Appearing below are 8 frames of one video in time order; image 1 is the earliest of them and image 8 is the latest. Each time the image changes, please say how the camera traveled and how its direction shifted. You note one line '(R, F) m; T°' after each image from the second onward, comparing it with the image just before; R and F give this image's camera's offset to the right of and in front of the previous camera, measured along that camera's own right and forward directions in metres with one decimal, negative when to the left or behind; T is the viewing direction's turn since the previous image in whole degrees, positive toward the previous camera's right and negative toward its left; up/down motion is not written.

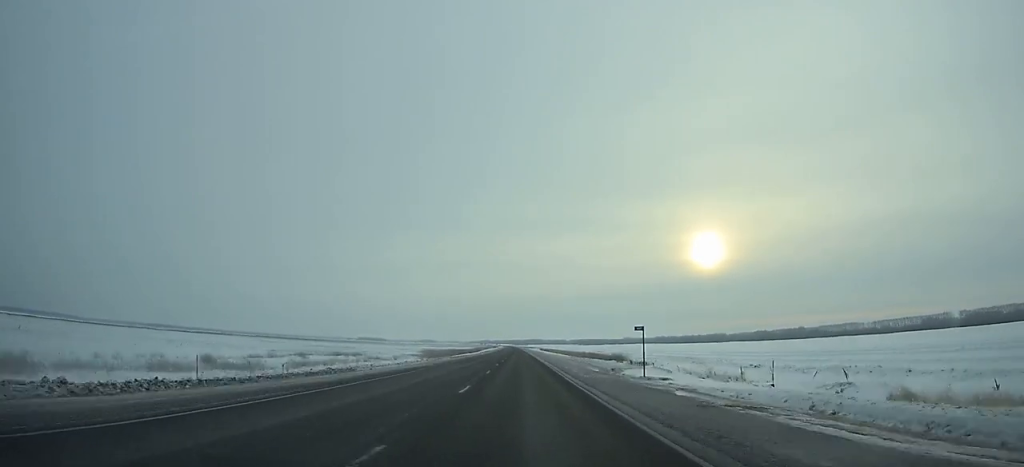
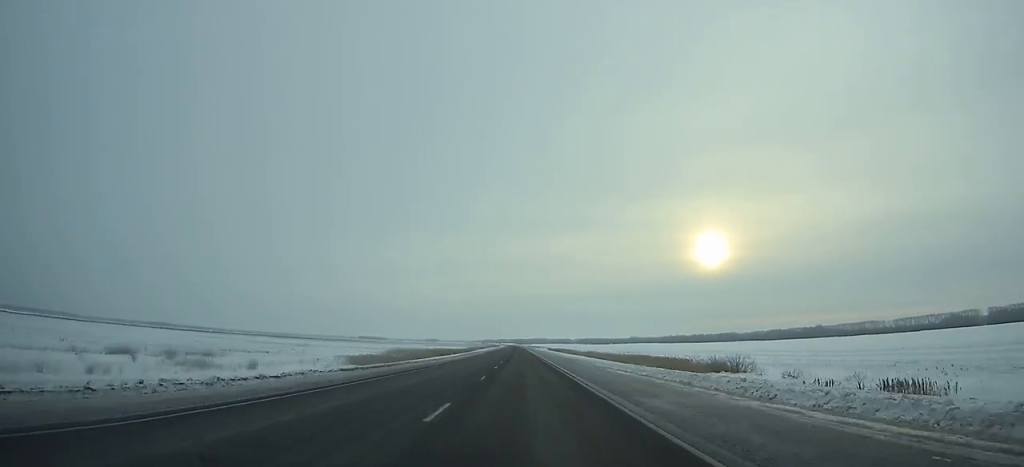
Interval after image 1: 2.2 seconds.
(-0.1, +54.4) m; 0°
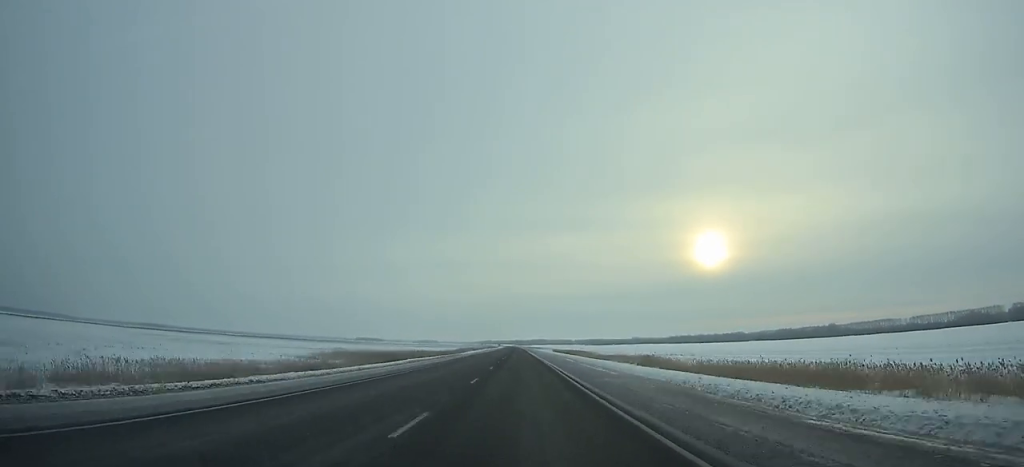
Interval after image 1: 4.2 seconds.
(0.0, +49.5) m; 0°
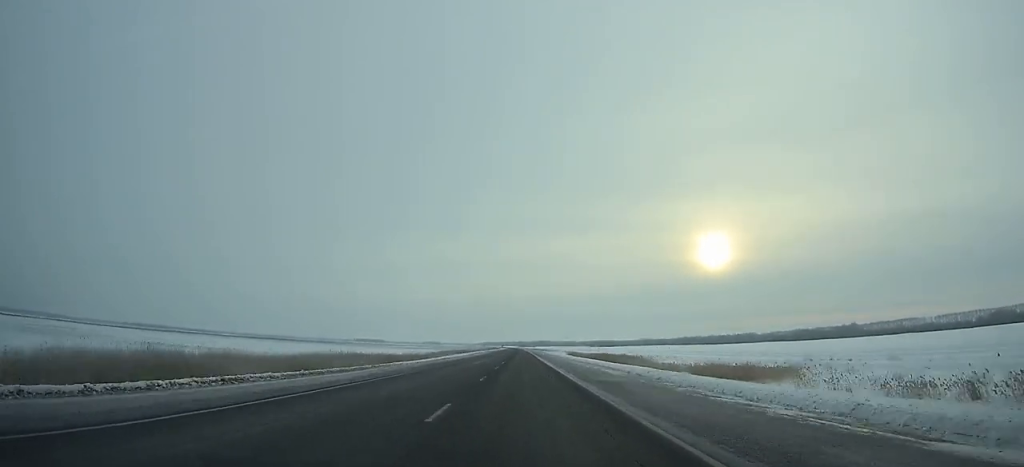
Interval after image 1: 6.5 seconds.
(-0.2, +57.1) m; 0°
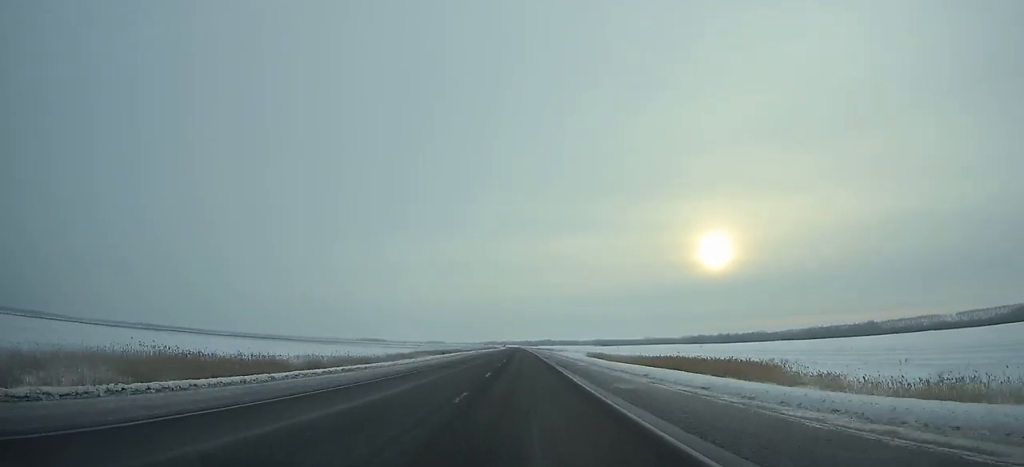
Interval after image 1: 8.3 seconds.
(-0.1, +44.8) m; 0°
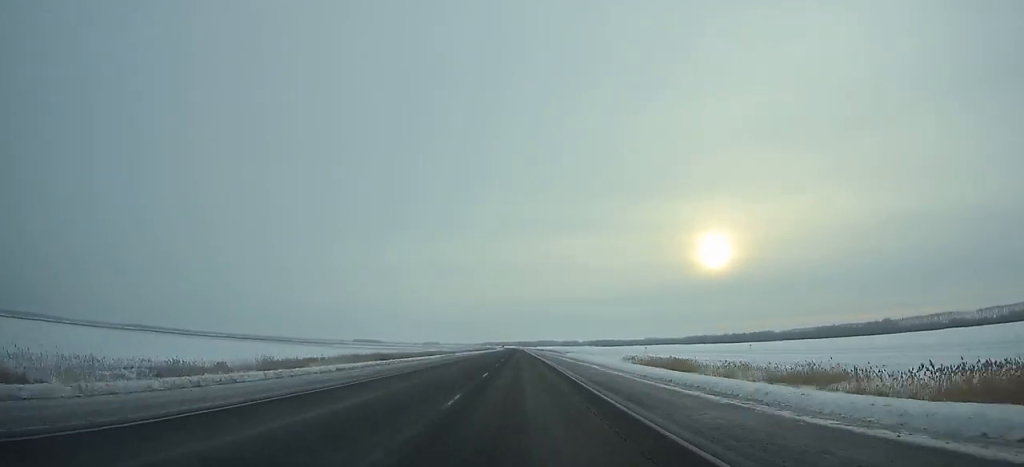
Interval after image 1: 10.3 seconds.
(-0.1, +49.8) m; 0°
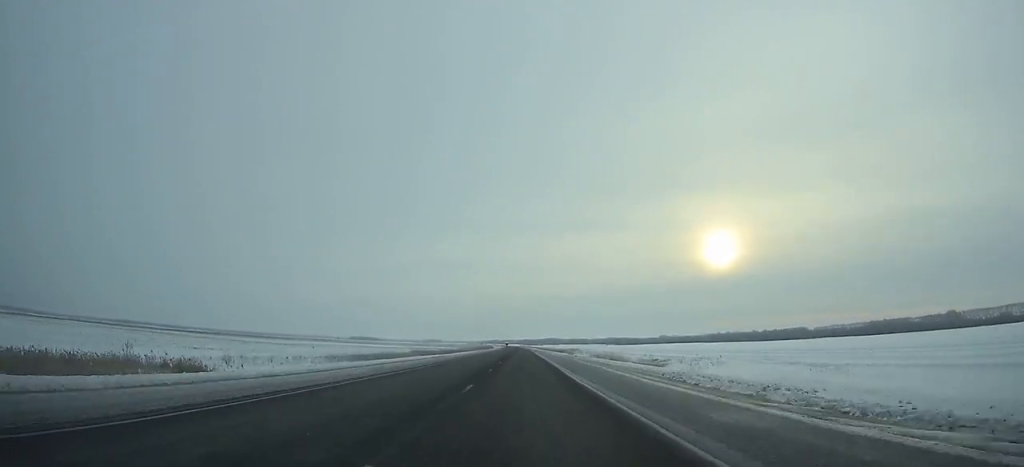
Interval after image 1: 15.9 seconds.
(0.0, +139.2) m; 0°
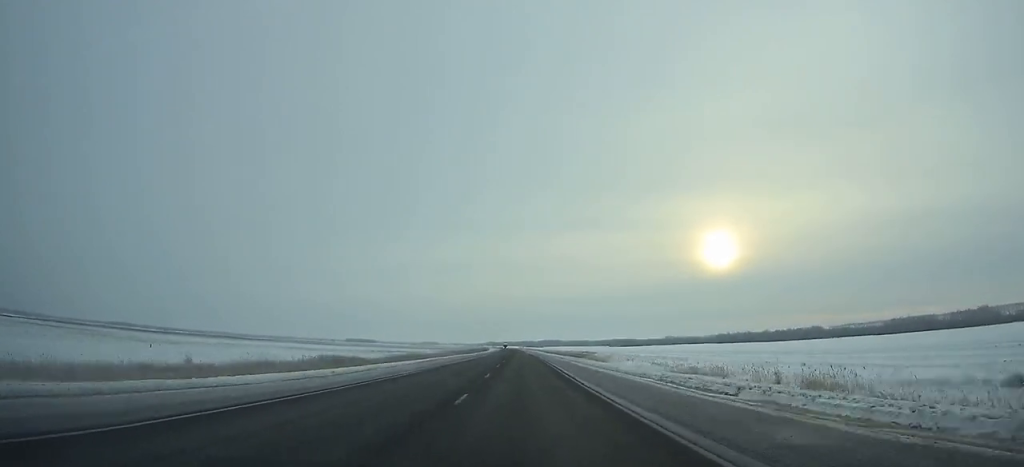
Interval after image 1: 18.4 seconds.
(0.0, +61.6) m; 0°
